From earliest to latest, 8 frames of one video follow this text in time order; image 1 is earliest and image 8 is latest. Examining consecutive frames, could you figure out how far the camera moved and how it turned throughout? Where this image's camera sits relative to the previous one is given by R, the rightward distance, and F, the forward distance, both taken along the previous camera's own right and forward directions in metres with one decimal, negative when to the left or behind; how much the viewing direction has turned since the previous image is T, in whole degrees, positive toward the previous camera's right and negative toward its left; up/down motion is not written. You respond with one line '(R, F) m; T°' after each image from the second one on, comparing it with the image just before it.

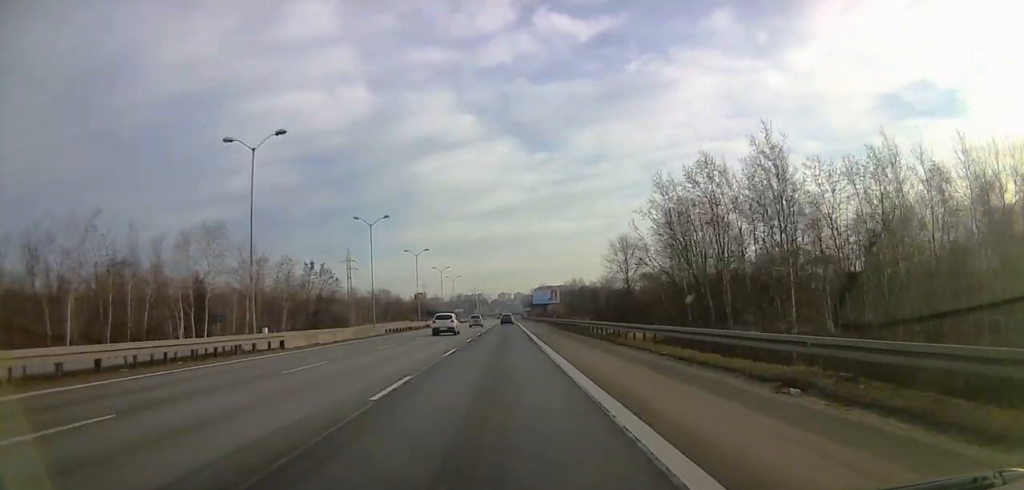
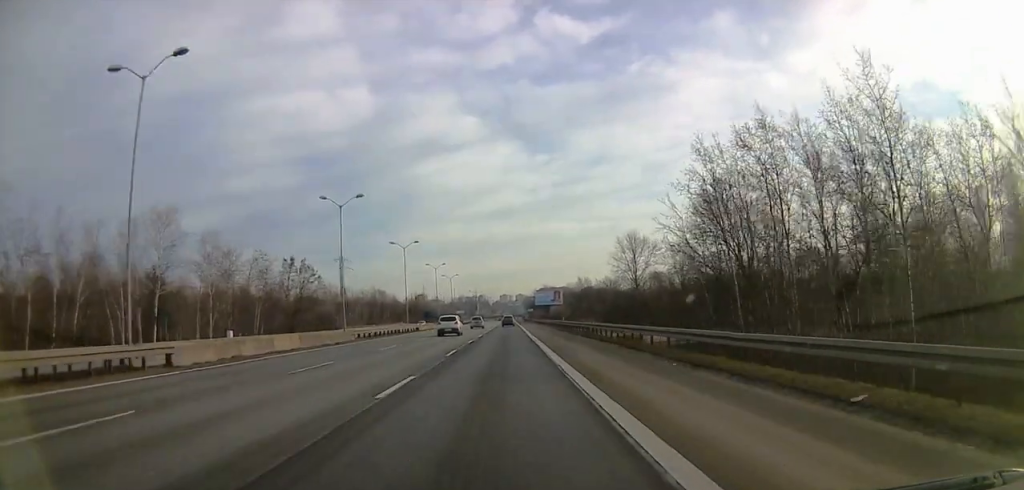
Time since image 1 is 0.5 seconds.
(+0.7, +11.2) m; -1°
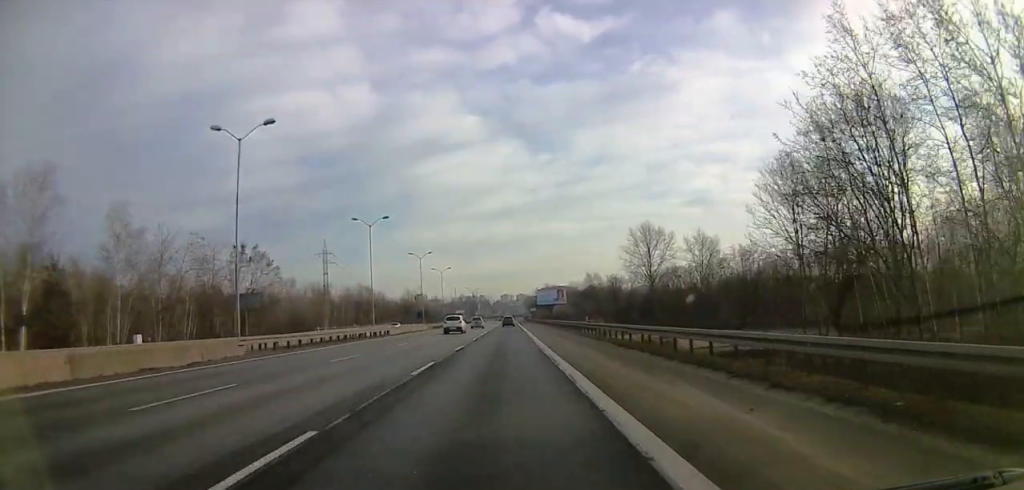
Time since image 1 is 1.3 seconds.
(-1.0, +19.1) m; -2°
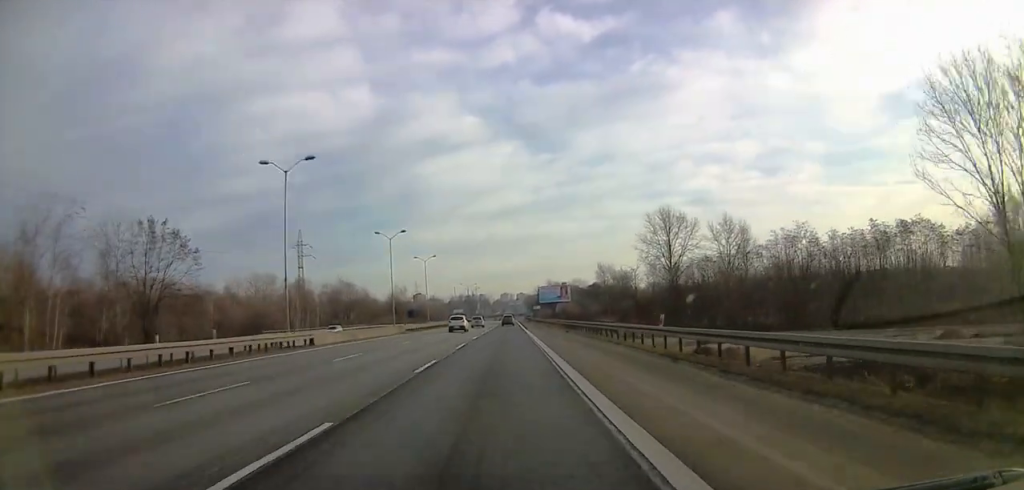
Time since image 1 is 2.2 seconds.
(-0.3, +22.4) m; +2°
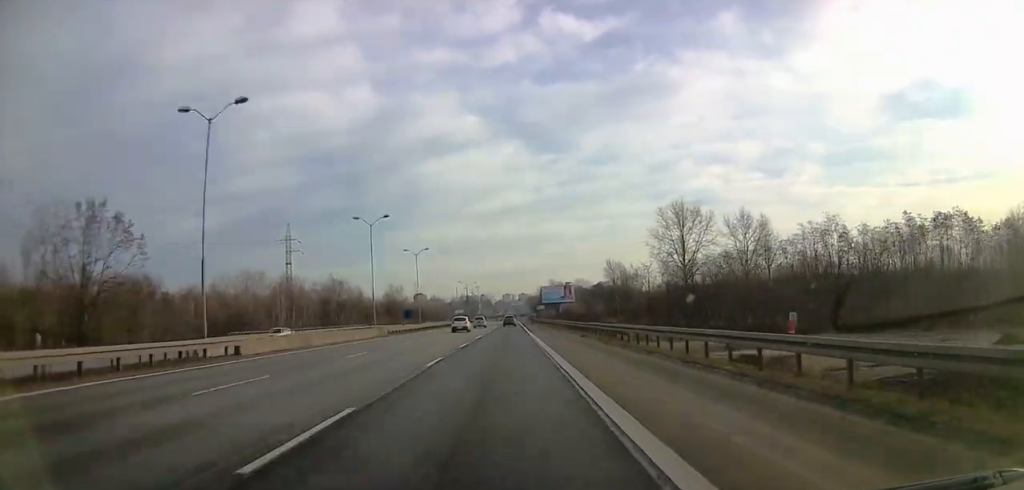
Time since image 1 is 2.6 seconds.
(-0.2, +10.4) m; +2°
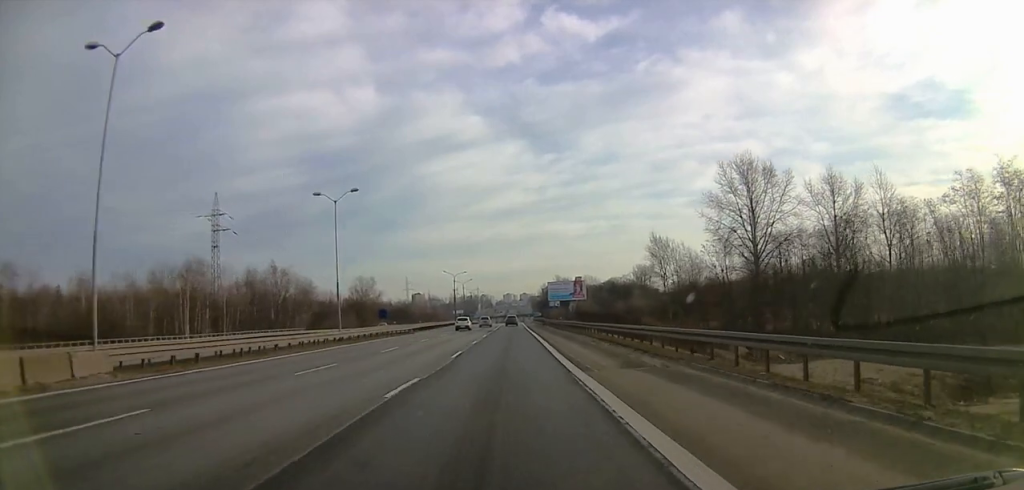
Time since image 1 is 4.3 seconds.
(+0.3, +41.2) m; 0°
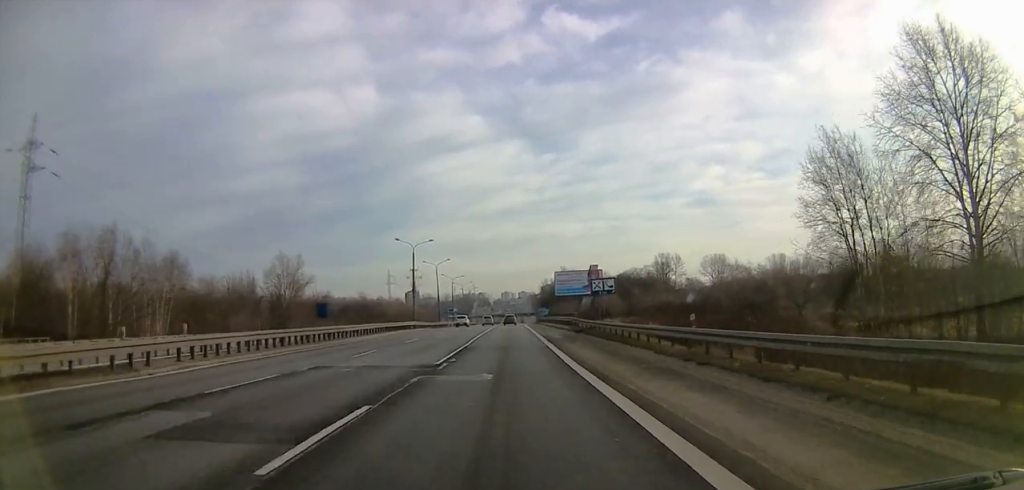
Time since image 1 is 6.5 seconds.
(-0.2, +53.6) m; -2°
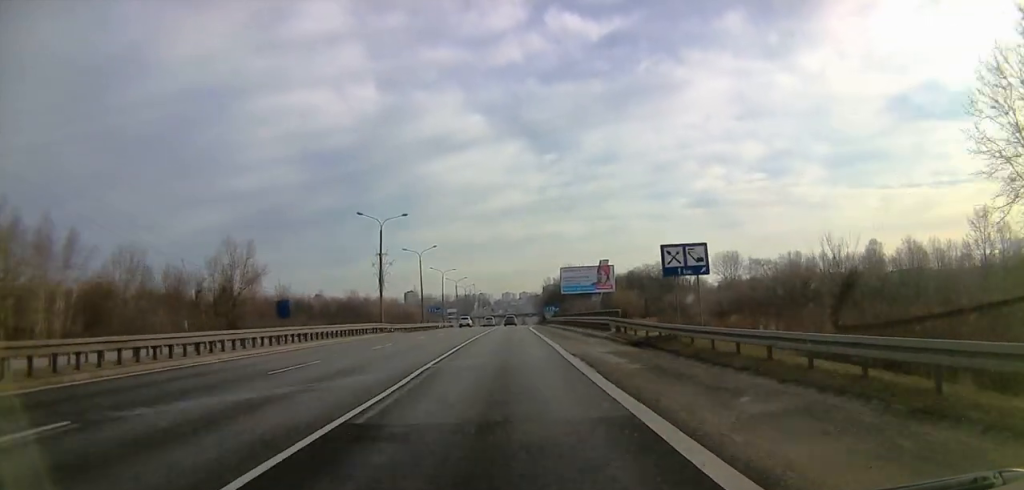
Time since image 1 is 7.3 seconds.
(+0.2, +21.1) m; 0°
